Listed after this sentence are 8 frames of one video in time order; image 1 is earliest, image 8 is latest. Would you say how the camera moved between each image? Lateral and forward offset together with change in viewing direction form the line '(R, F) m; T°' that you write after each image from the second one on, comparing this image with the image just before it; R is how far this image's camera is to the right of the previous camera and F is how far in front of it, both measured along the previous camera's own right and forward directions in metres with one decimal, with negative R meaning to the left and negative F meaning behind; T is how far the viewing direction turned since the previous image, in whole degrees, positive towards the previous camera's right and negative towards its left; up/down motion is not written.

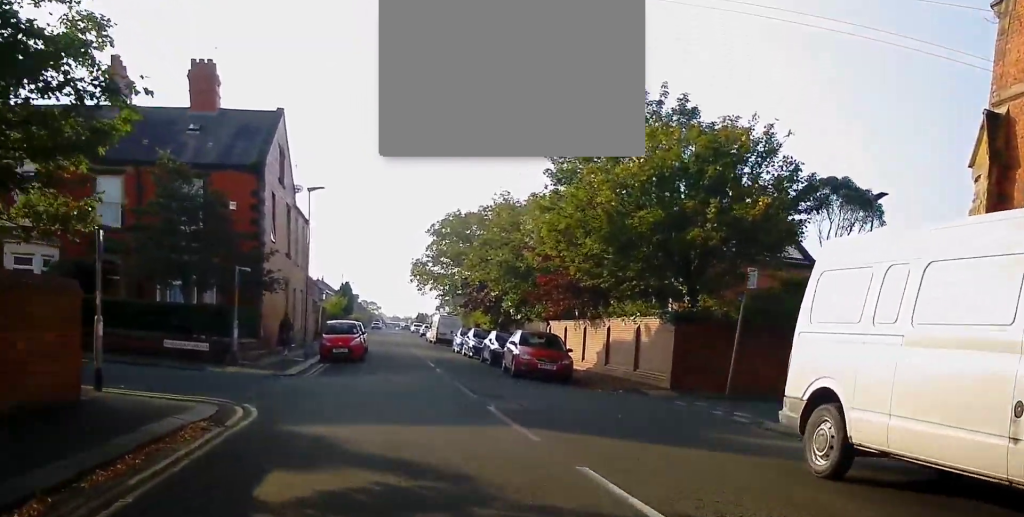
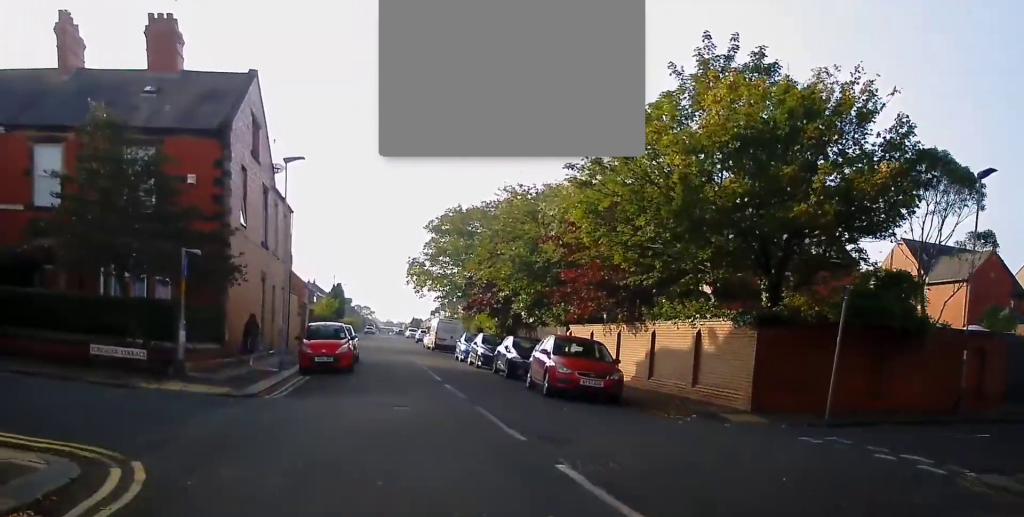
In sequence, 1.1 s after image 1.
(-0.2, +5.3) m; -3°
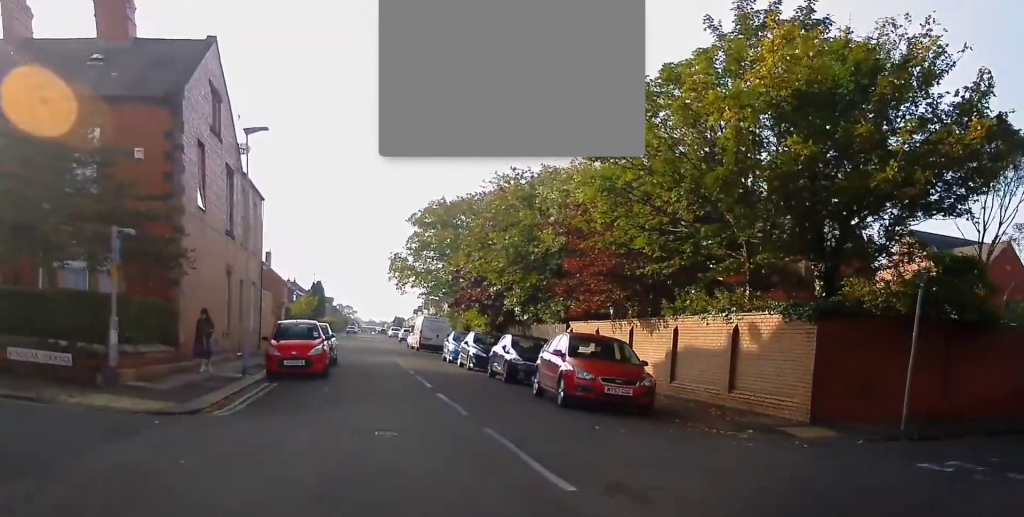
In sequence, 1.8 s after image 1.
(0.0, +3.1) m; +2°
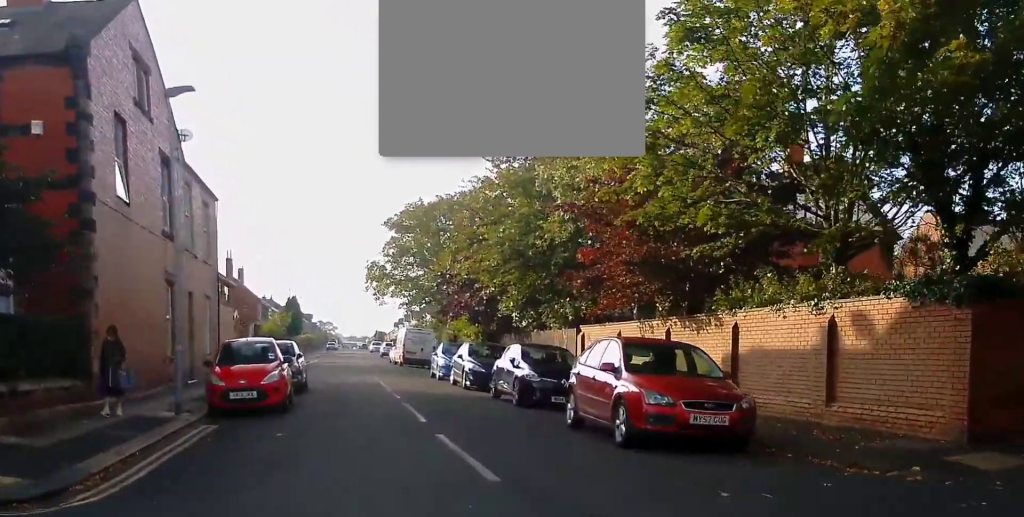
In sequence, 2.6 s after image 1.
(+0.2, +4.5) m; +4°
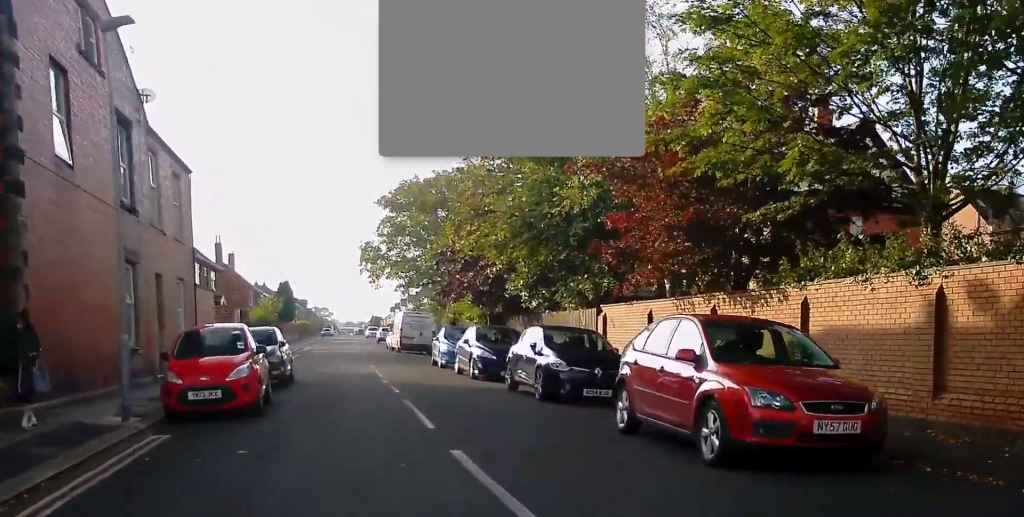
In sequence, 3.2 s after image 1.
(+0.1, +2.8) m; +2°
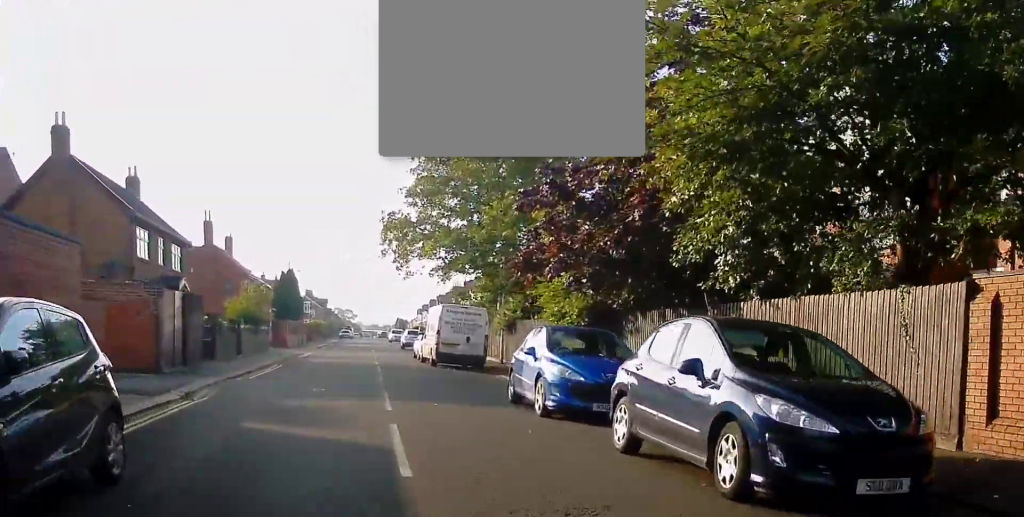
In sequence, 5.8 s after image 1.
(-0.8, +15.0) m; -6°
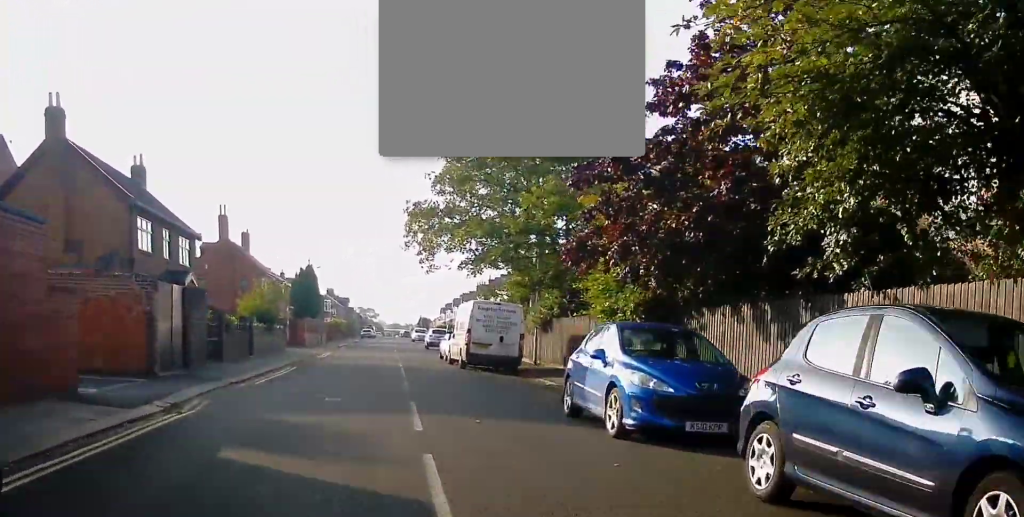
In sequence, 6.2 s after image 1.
(0.0, +2.7) m; 0°
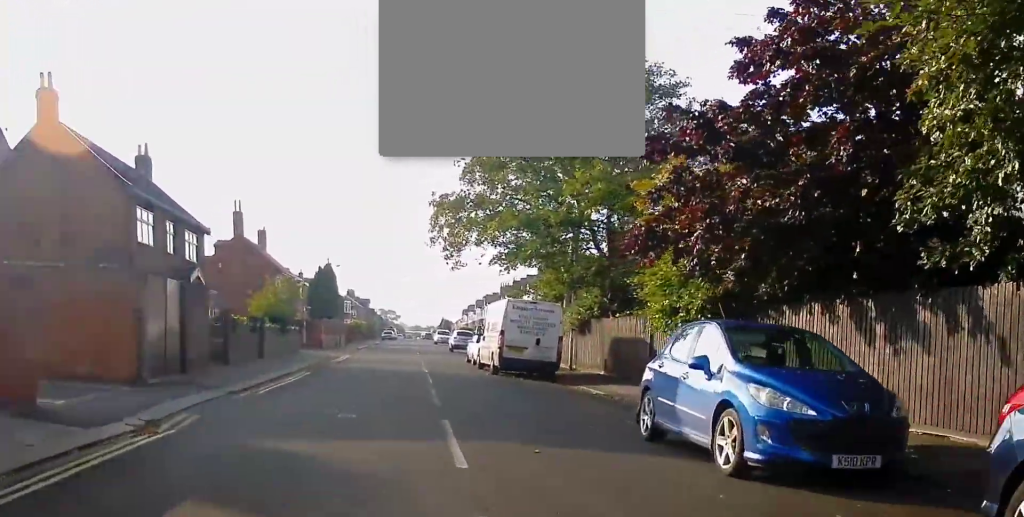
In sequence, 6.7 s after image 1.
(0.0, +2.8) m; -2°
